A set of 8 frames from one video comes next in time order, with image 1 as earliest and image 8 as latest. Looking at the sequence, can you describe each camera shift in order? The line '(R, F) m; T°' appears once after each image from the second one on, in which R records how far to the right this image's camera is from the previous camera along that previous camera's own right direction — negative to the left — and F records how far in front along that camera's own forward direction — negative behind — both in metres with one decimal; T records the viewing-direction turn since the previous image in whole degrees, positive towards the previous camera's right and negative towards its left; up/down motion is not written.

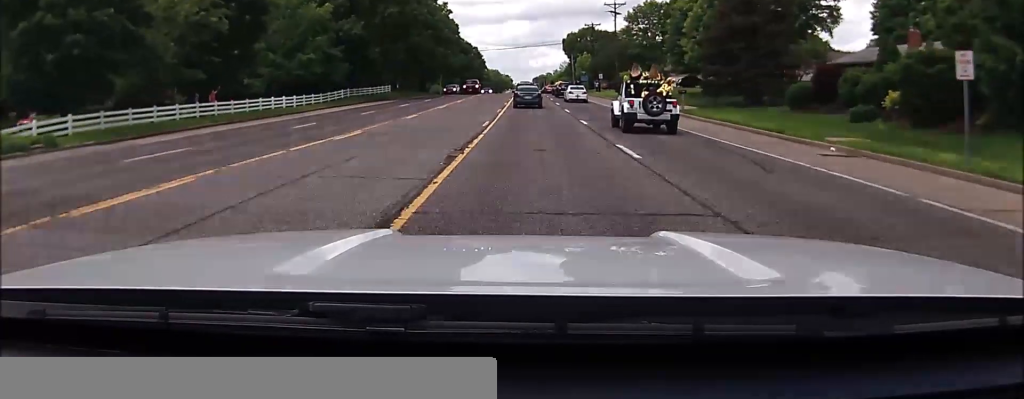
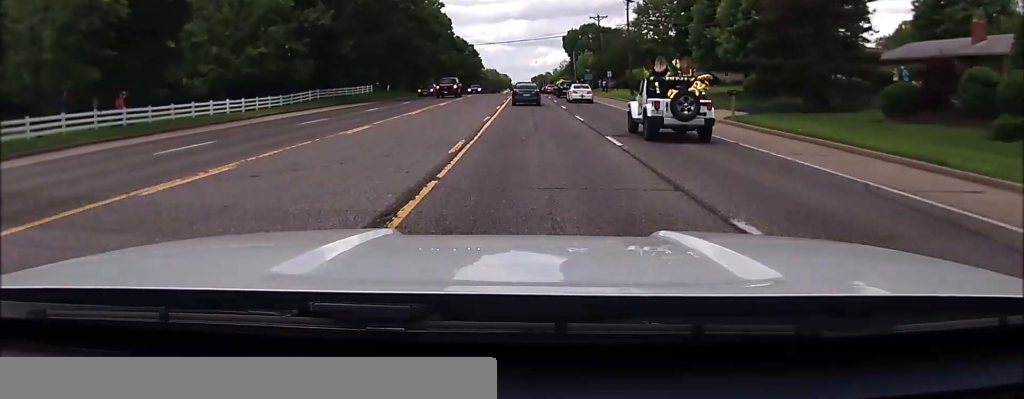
(-0.1, +10.5) m; 0°
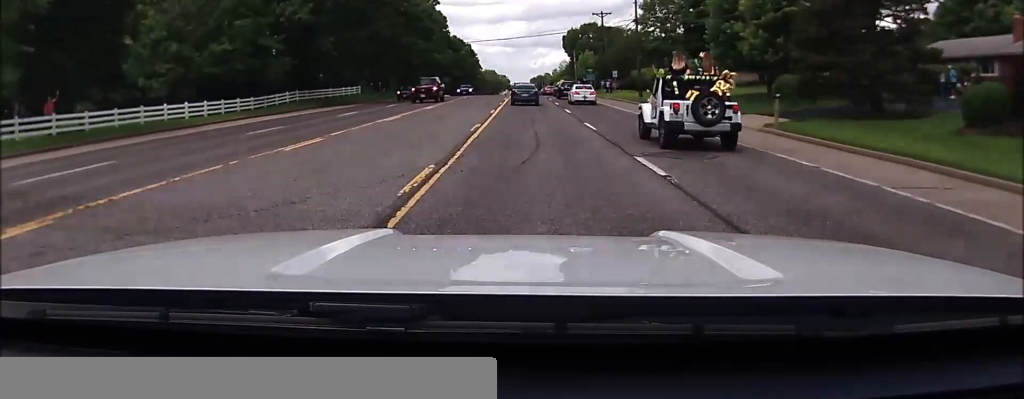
(0.0, +5.7) m; 0°
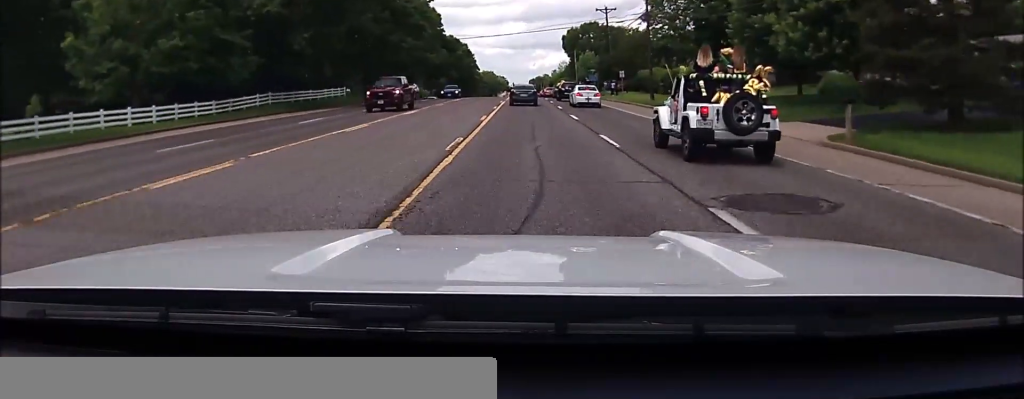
(+0.1, +6.1) m; 0°
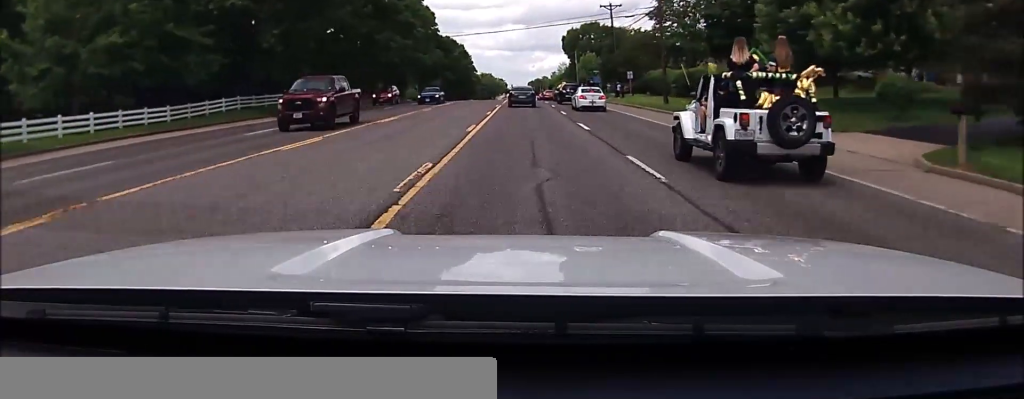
(0.0, +5.7) m; -1°
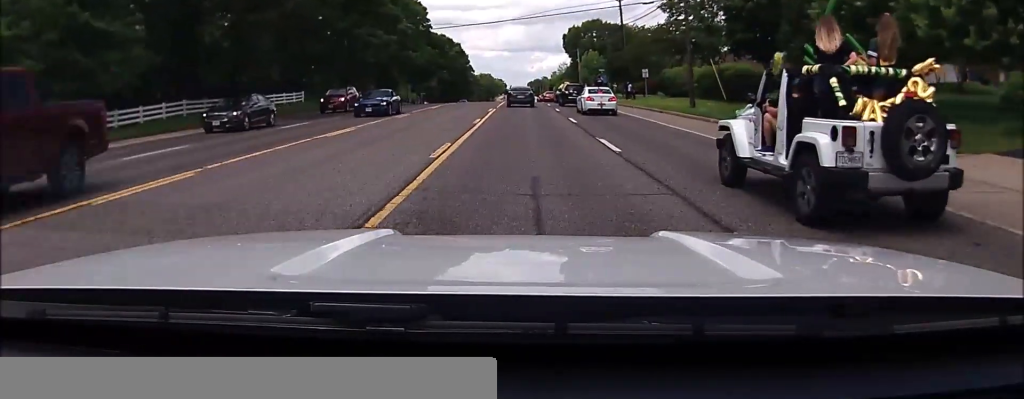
(+0.1, +7.7) m; -2°
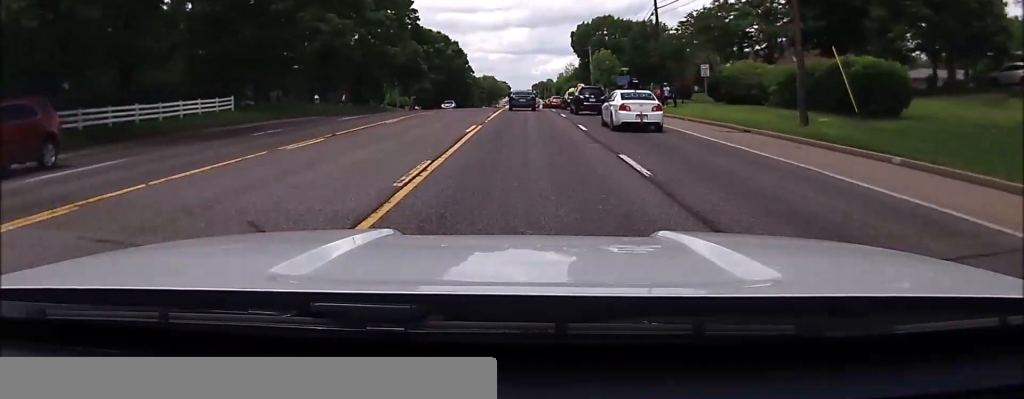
(-0.4, +15.8) m; +2°
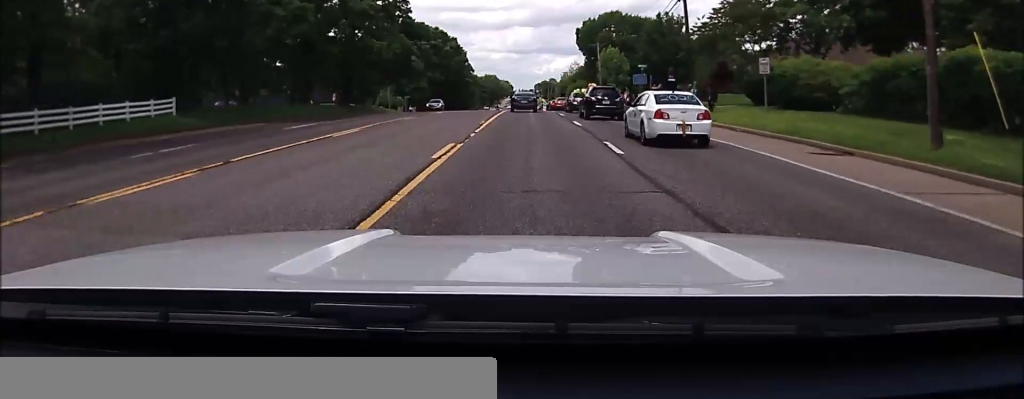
(+0.2, +8.5) m; +4°
